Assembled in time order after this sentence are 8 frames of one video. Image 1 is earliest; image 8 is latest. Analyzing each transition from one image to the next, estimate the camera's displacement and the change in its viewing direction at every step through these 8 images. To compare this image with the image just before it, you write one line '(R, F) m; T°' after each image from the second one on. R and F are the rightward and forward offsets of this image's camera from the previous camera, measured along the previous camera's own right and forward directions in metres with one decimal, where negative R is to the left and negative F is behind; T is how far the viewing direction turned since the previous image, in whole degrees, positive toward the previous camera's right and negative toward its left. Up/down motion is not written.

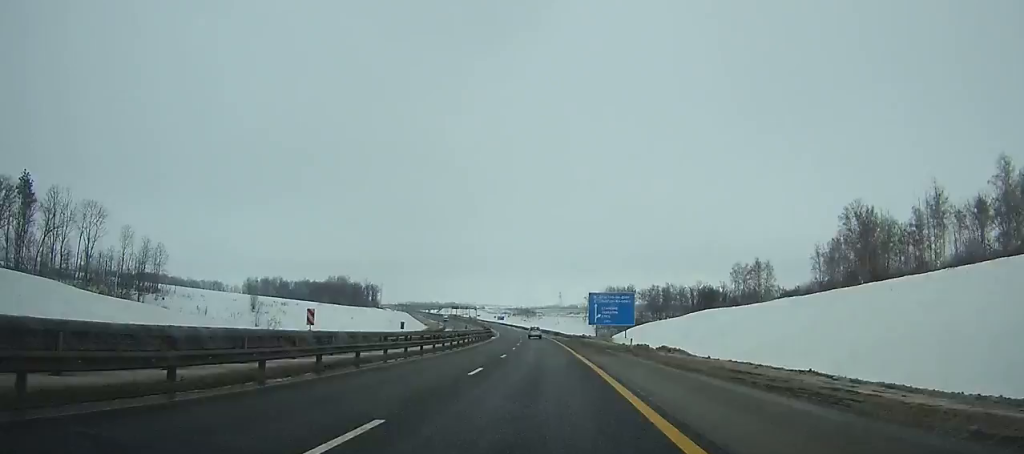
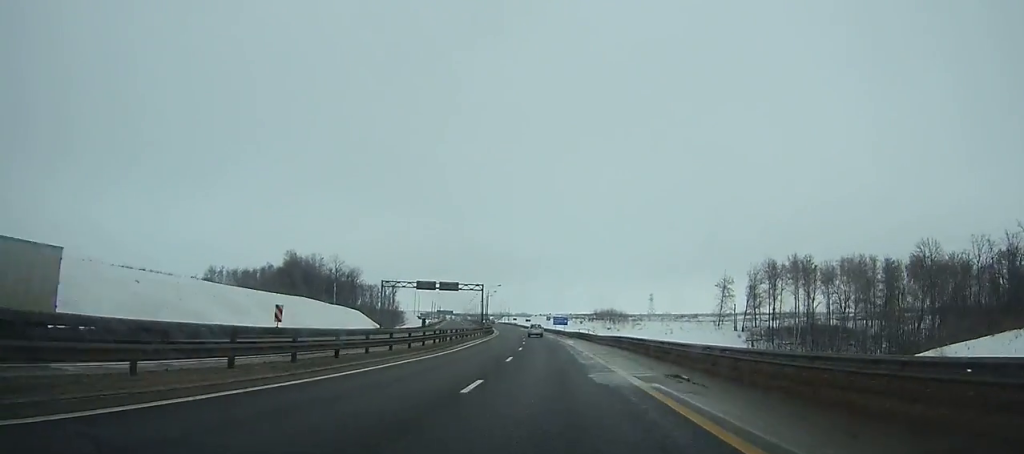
(-11.9, +157.1) m; -8°
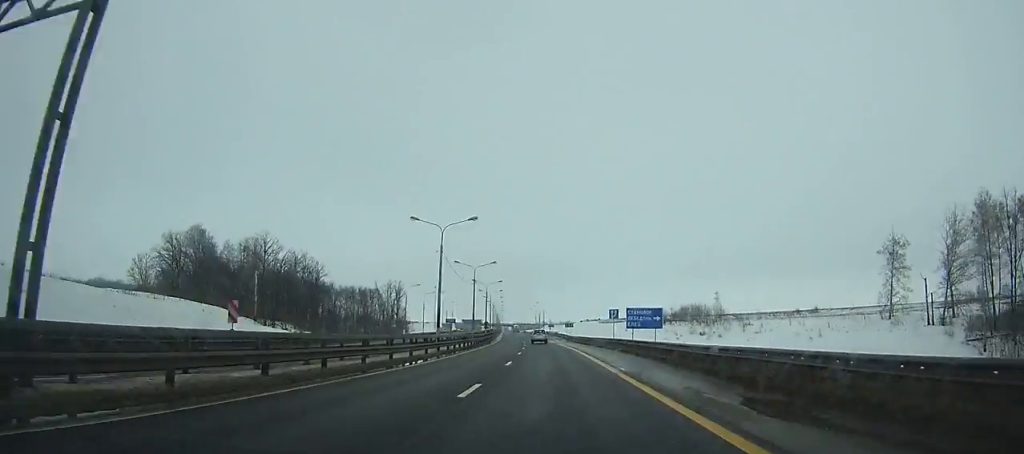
(-3.2, +80.0) m; -4°
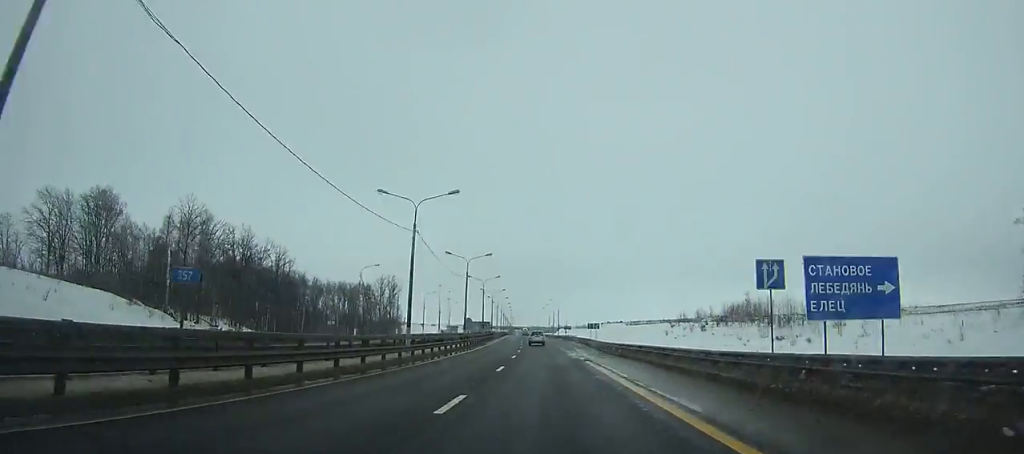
(-0.8, +37.5) m; -1°
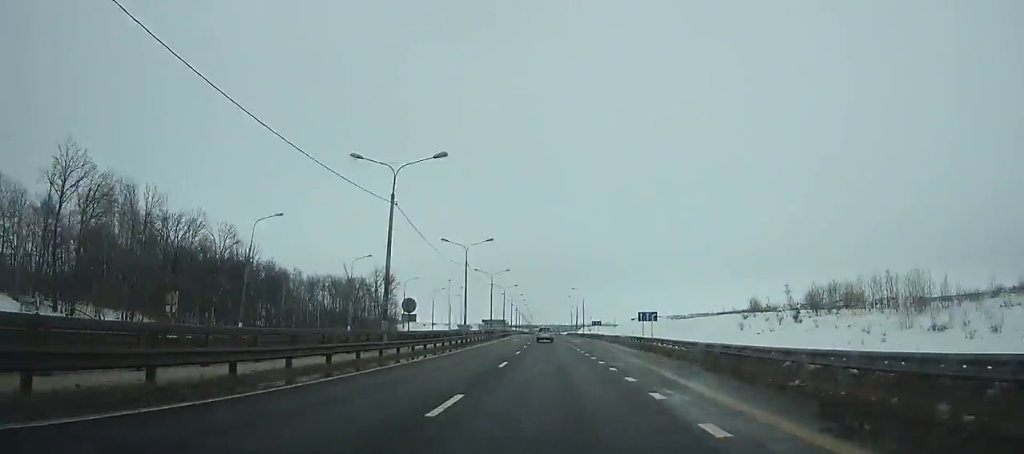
(-0.7, +34.4) m; -1°
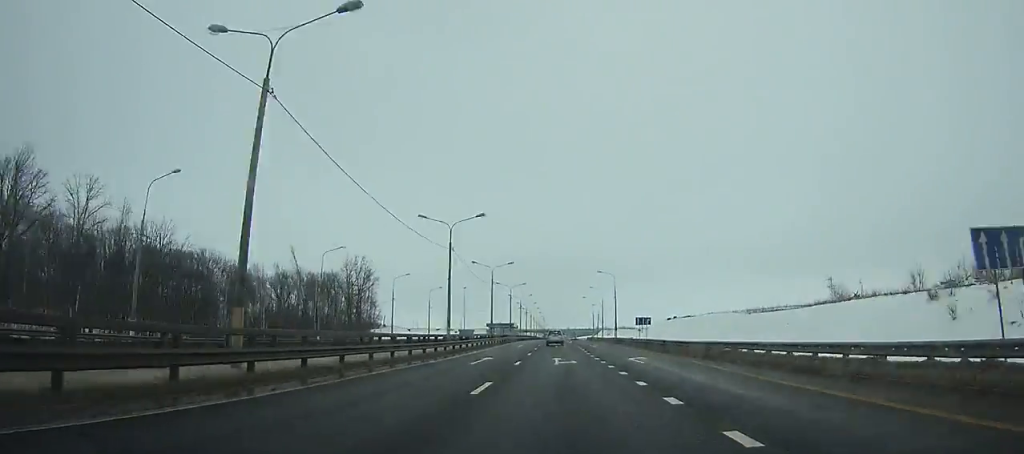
(-0.5, +44.0) m; -1°
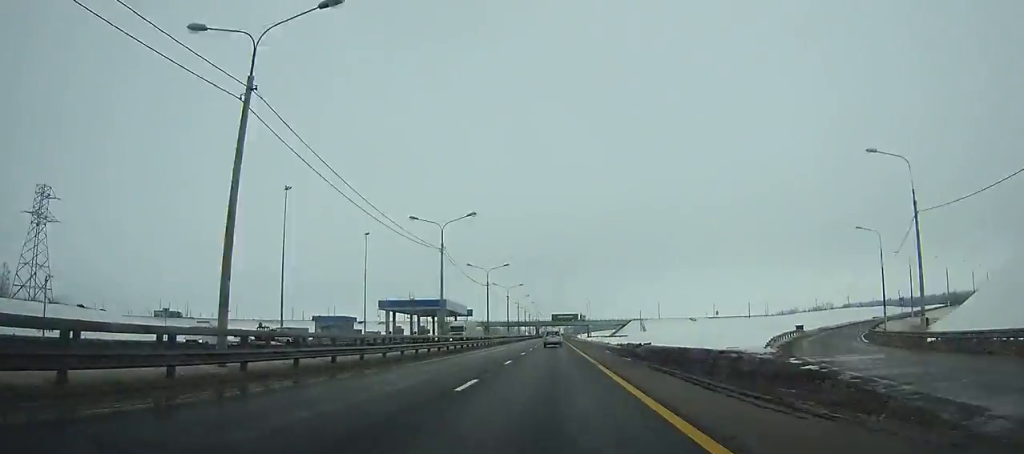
(-1.3, +172.1) m; -1°
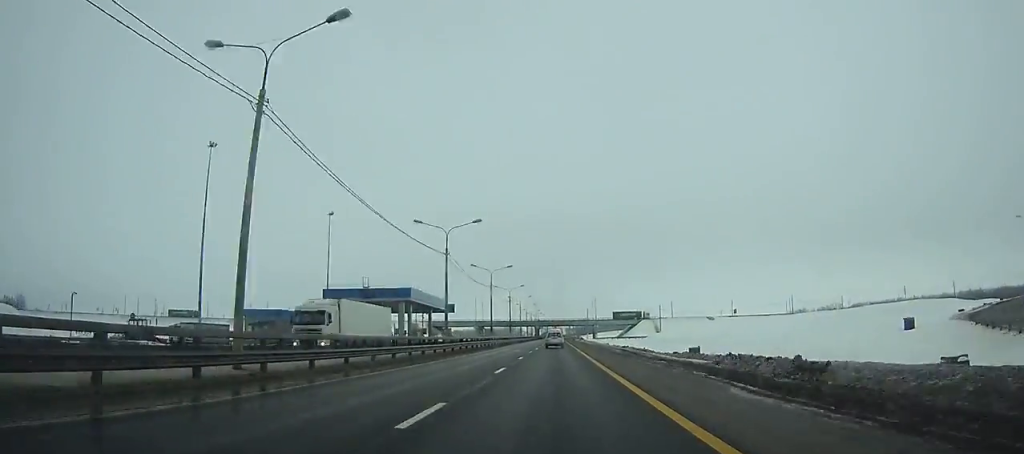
(-0.1, +28.4) m; 0°
